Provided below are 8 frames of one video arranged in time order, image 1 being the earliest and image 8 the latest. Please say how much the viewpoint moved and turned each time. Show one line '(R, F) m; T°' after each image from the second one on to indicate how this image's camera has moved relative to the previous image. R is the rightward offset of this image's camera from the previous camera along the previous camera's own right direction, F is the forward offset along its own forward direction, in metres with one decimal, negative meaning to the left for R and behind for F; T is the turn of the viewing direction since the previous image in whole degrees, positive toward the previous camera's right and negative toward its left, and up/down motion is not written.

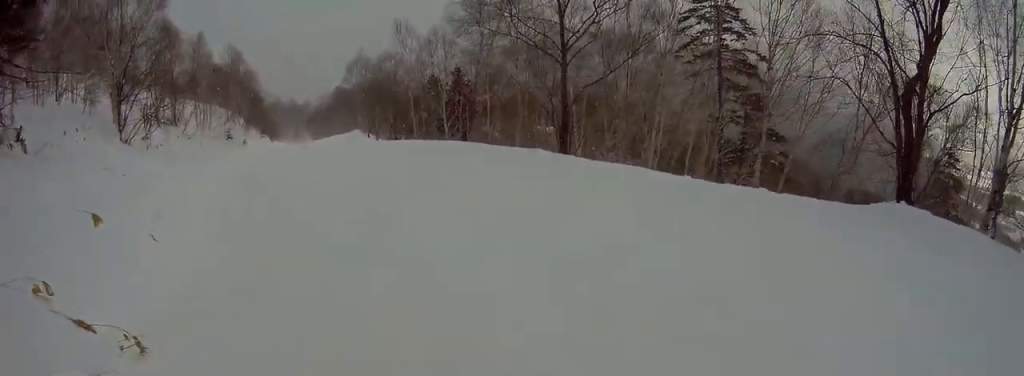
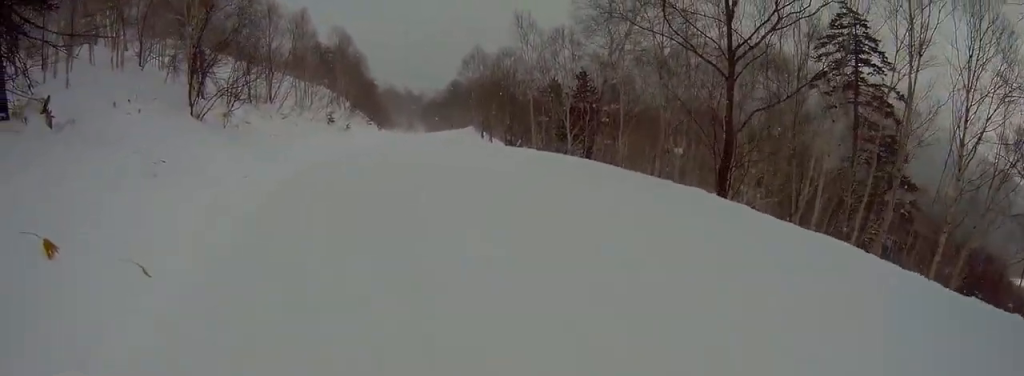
(-0.3, +3.6) m; -6°
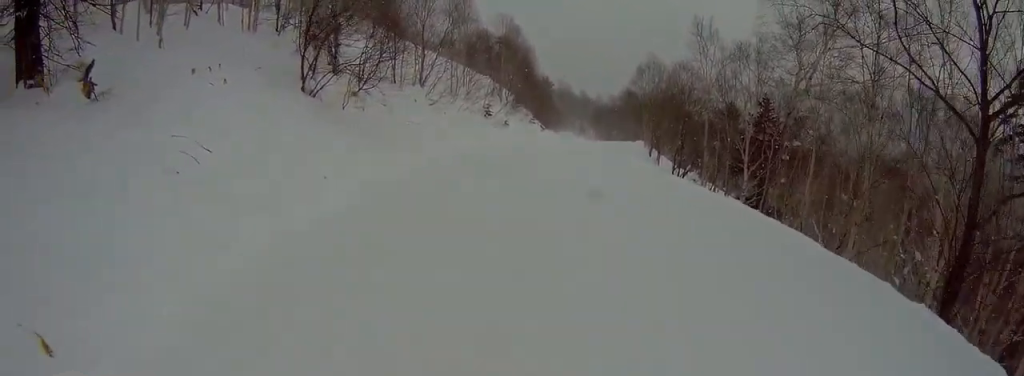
(-0.3, +3.9) m; -5°
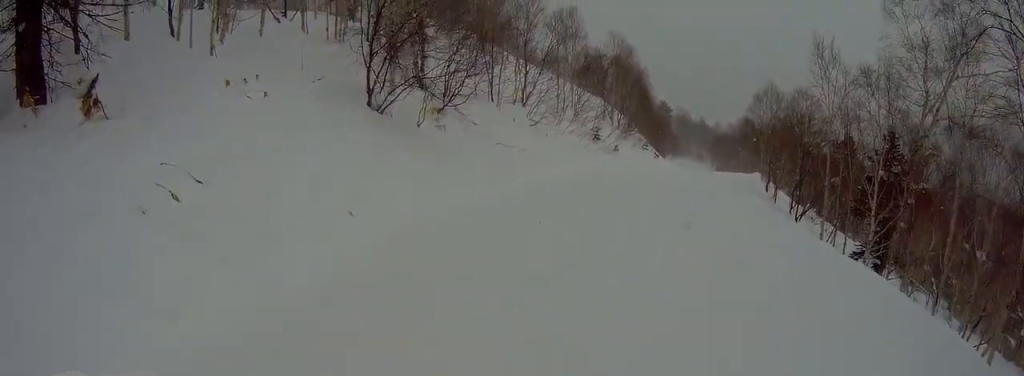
(-0.1, +3.0) m; -3°
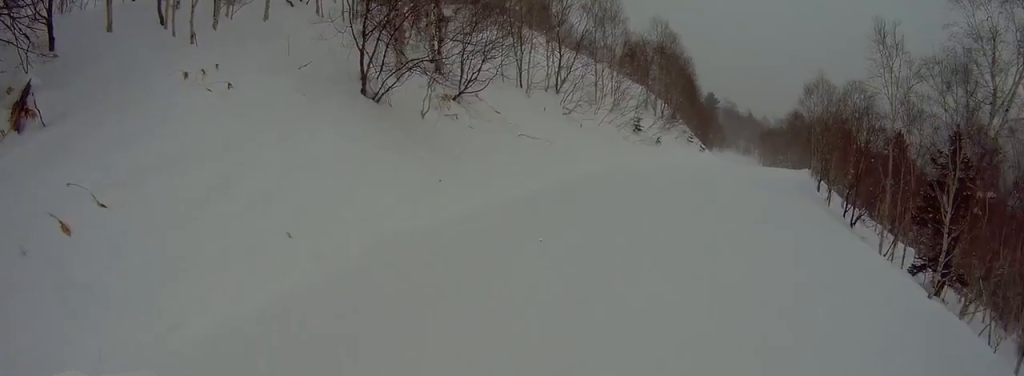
(0.0, +2.7) m; -4°
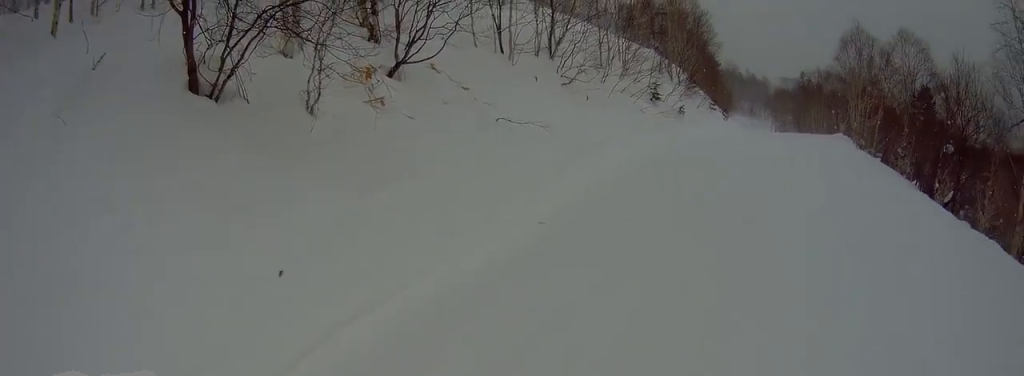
(-0.4, +7.4) m; +16°
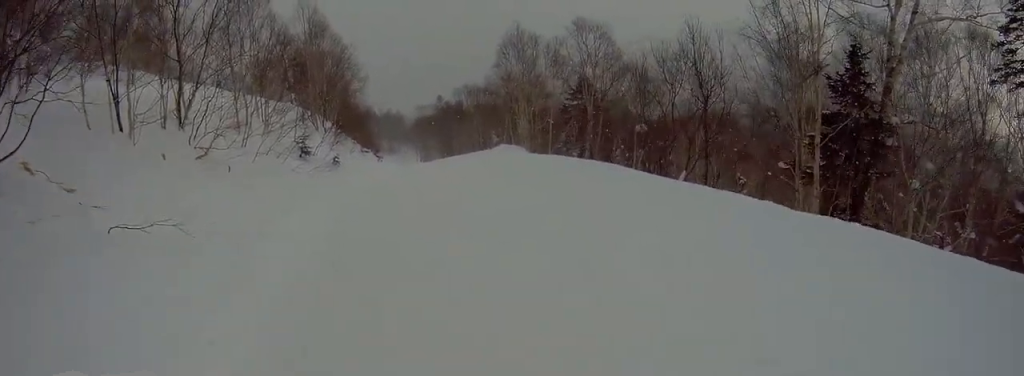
(+1.7, +4.1) m; +22°
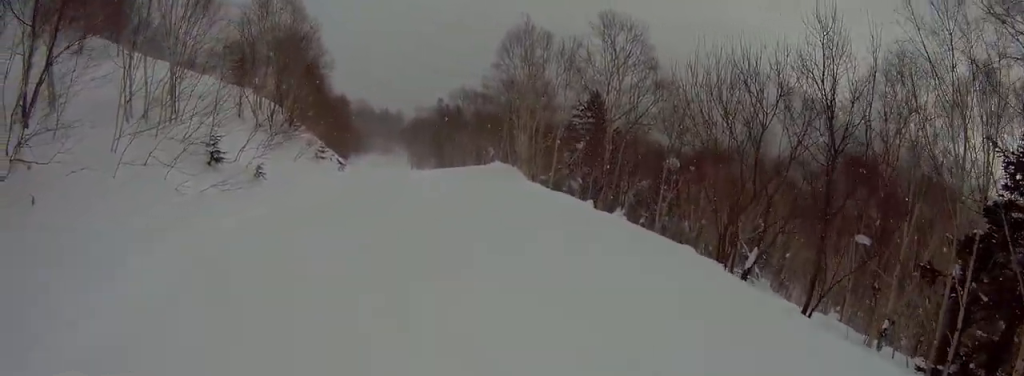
(-0.1, +8.1) m; -16°
